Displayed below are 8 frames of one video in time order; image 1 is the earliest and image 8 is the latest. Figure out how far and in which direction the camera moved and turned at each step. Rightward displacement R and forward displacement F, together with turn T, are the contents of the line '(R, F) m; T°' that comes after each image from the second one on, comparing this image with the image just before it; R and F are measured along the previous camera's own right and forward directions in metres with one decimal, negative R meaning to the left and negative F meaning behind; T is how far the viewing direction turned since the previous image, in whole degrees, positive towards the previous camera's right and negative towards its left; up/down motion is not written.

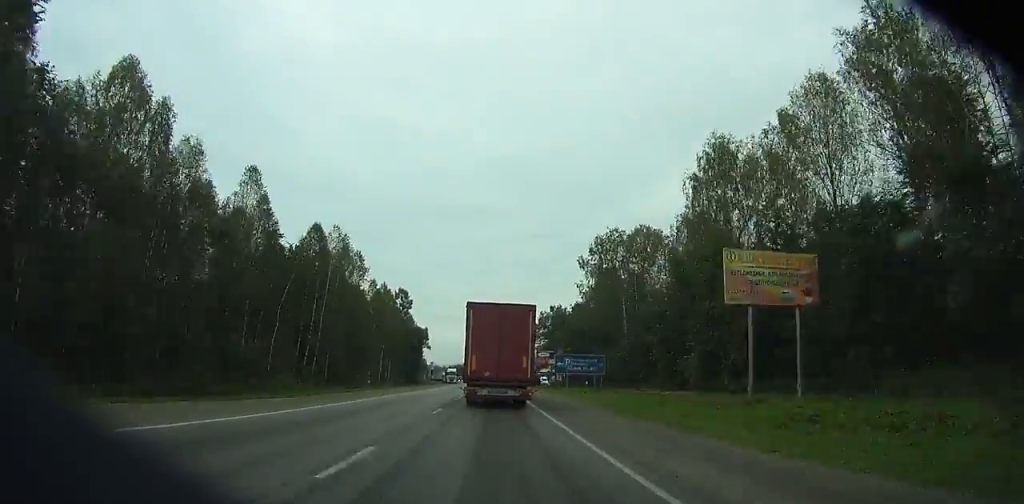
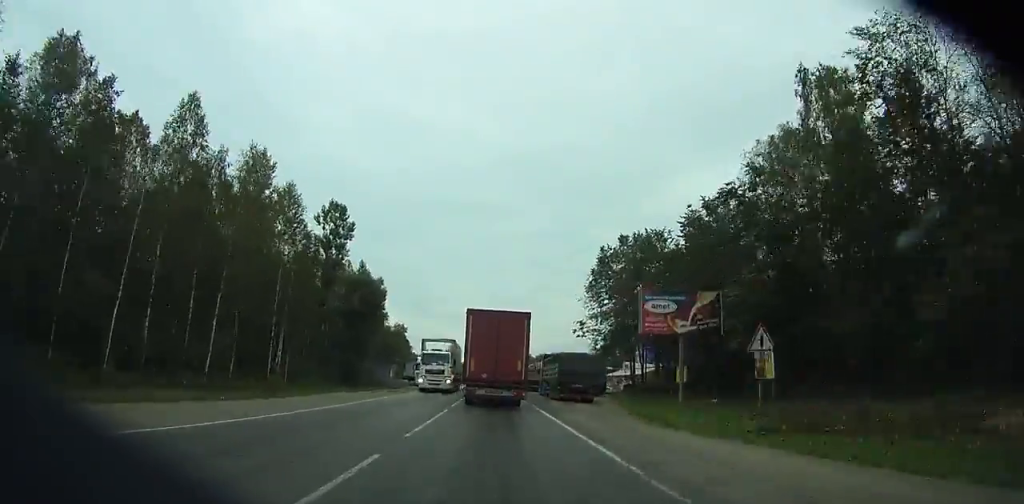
(-0.9, +78.1) m; 0°
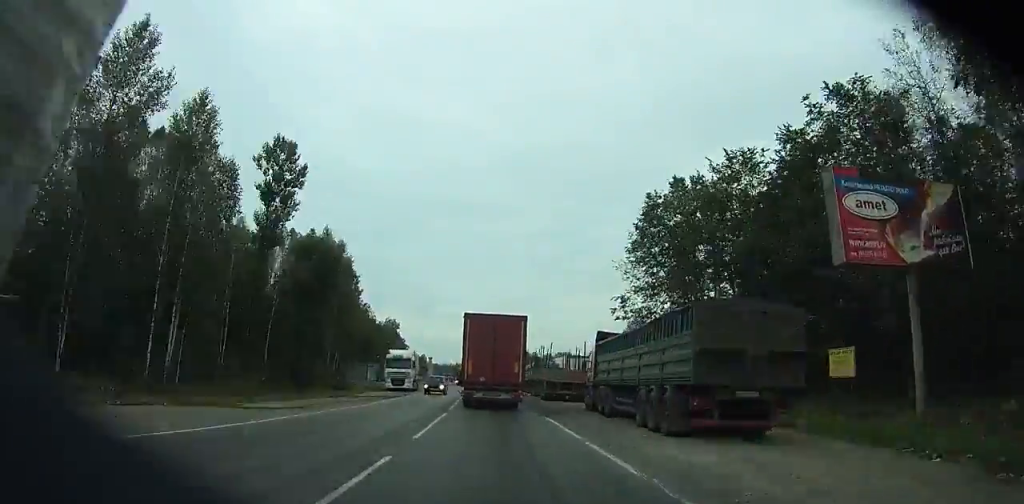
(-0.1, +23.4) m; 0°
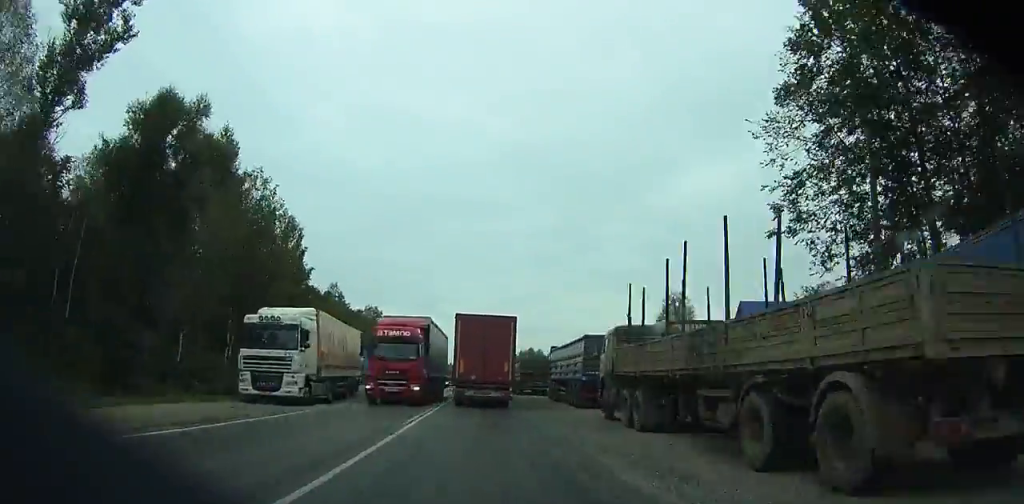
(+0.8, +33.3) m; -2°
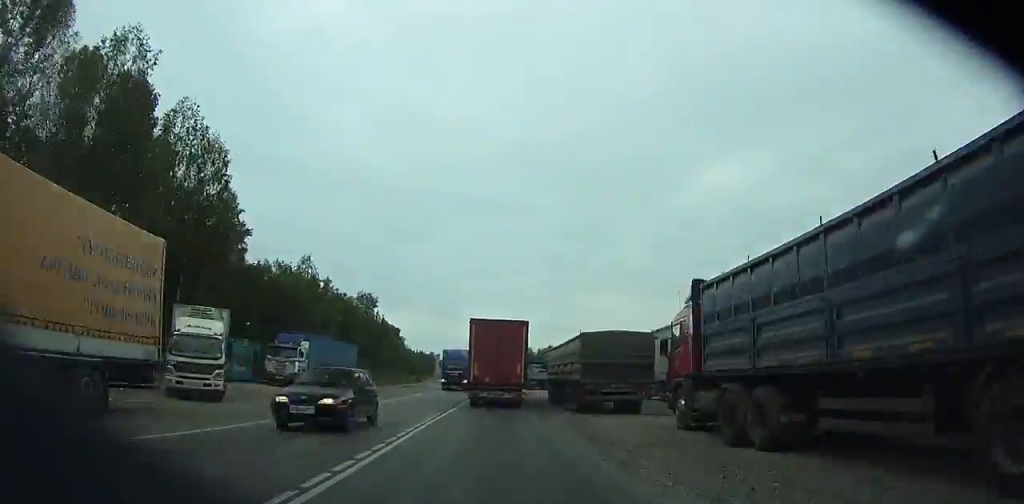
(-1.3, +25.2) m; -1°
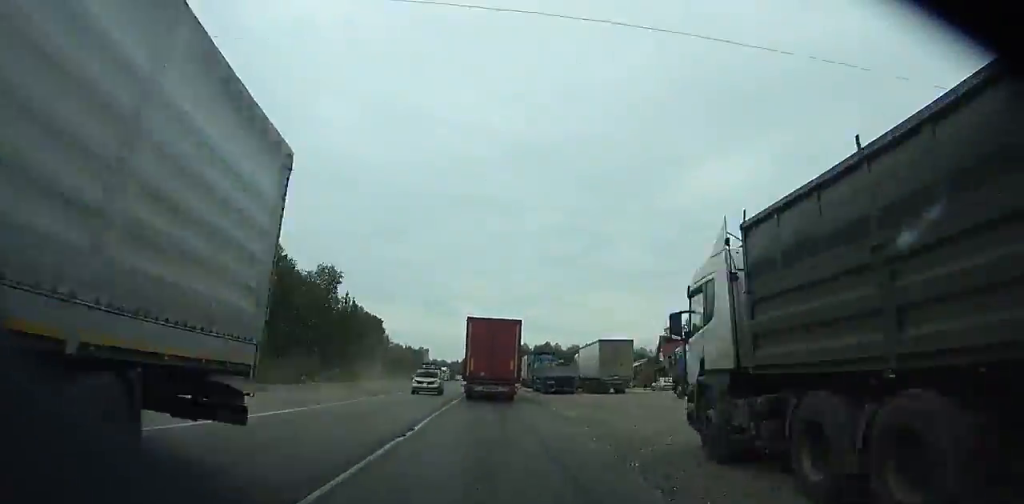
(-0.7, +26.5) m; -1°
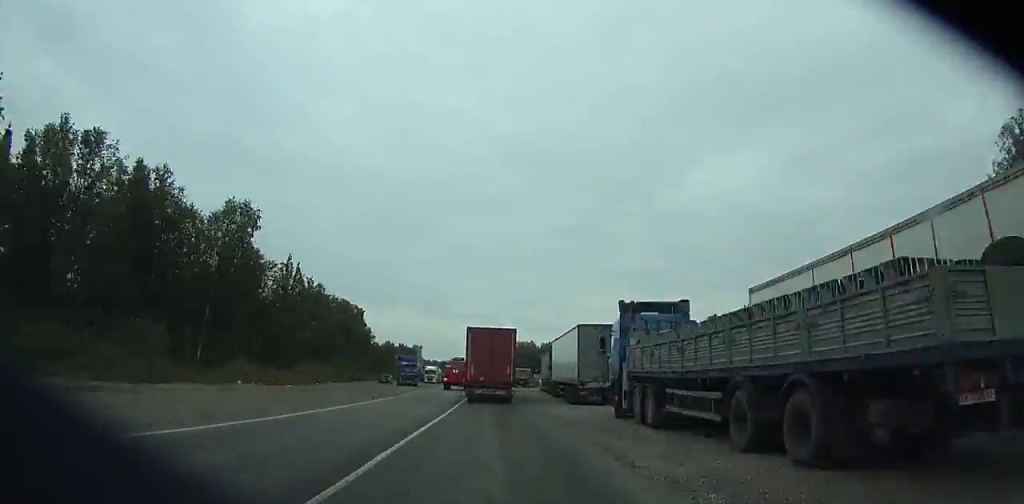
(+0.7, +37.9) m; +1°
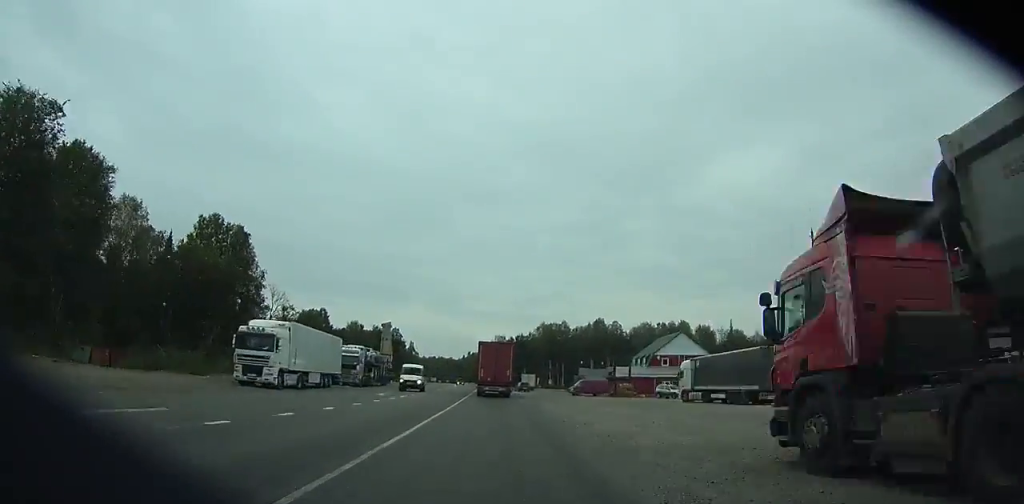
(-0.3, +100.4) m; -1°
